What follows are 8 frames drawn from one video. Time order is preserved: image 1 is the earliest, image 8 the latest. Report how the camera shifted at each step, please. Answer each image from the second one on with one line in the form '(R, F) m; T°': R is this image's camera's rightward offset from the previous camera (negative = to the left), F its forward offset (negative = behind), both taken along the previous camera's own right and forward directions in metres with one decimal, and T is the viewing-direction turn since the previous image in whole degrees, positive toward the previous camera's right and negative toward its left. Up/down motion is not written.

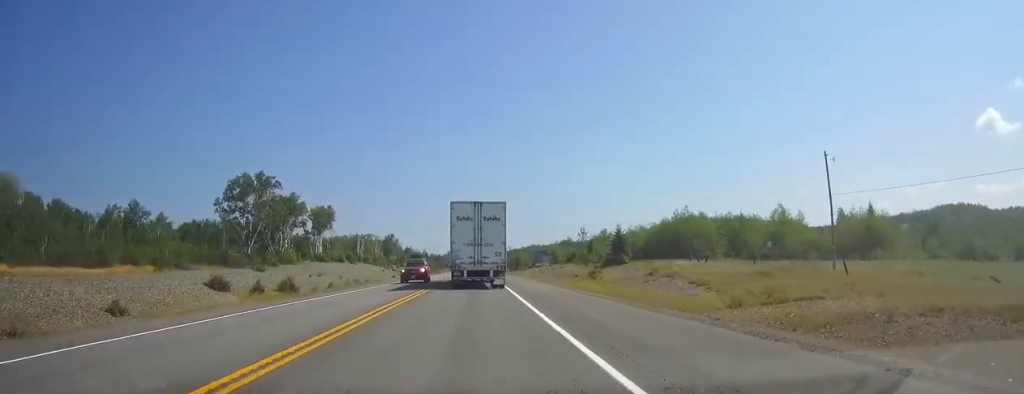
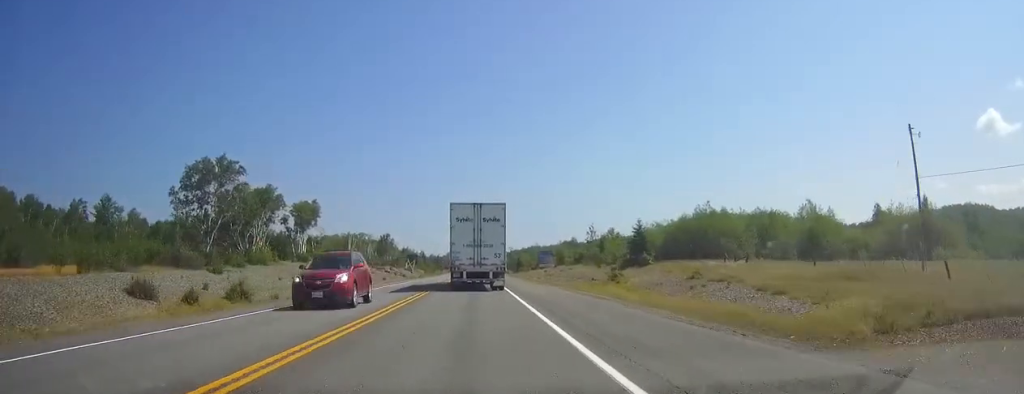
(0.0, +13.6) m; 0°
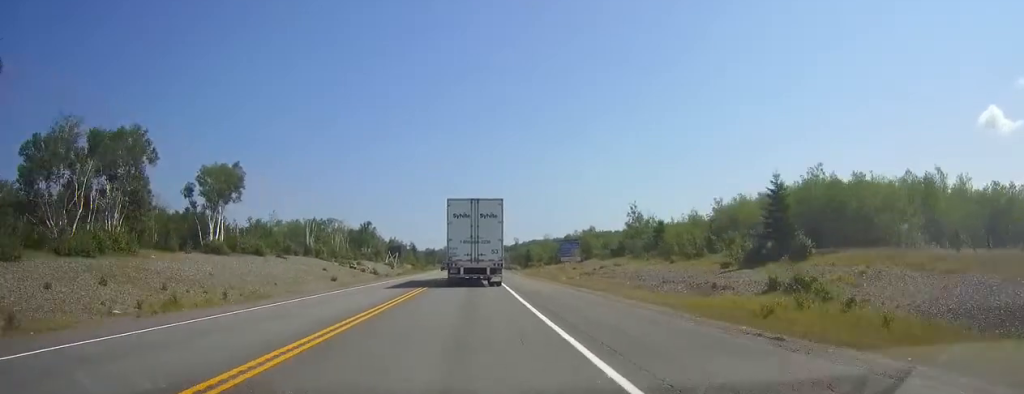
(+0.1, +43.8) m; 0°
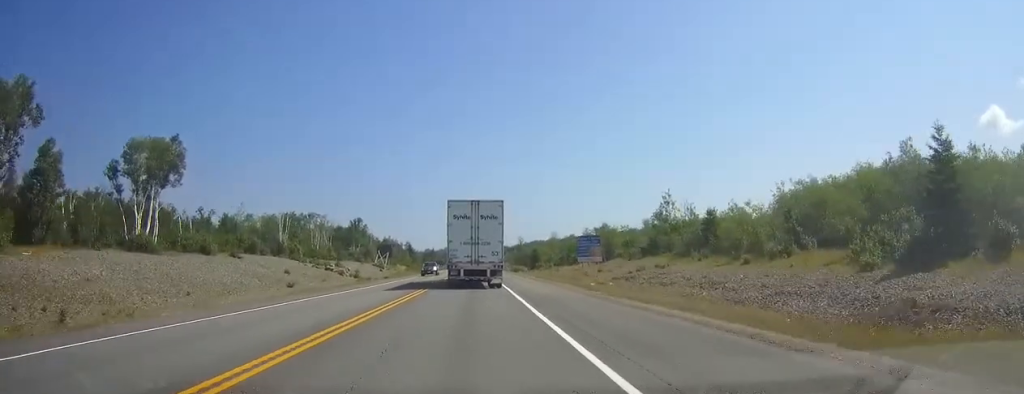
(0.0, +20.2) m; 0°
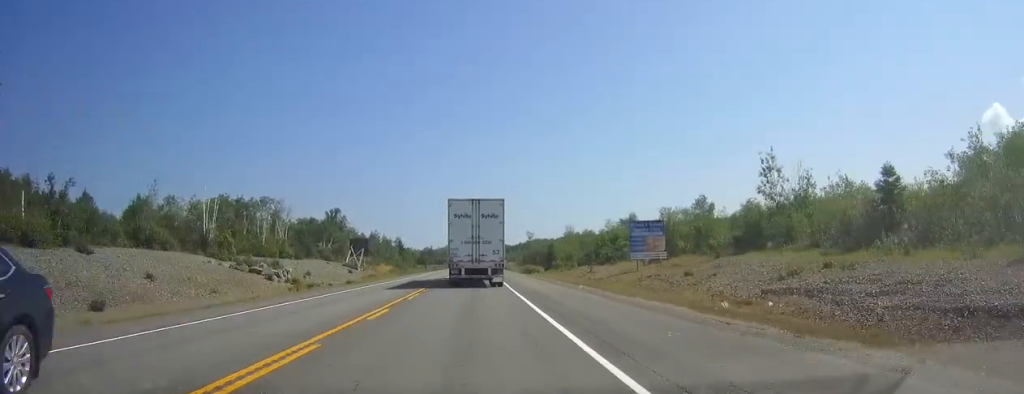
(0.0, +35.0) m; 0°
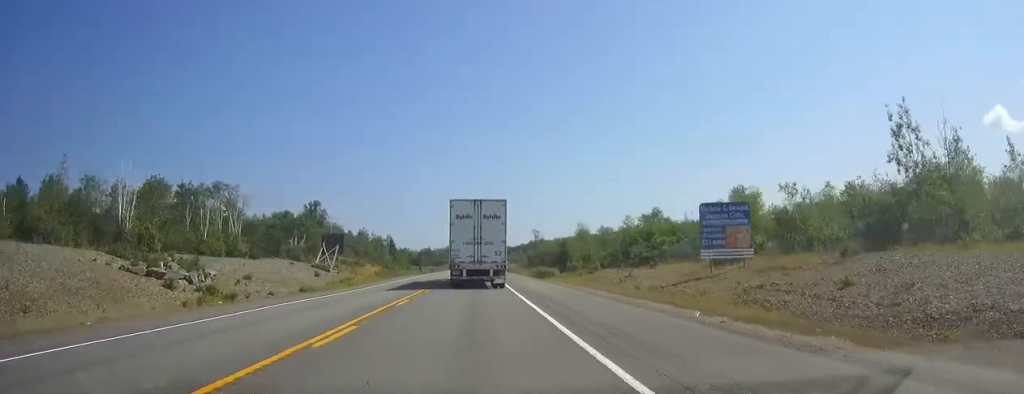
(0.0, +22.2) m; 0°
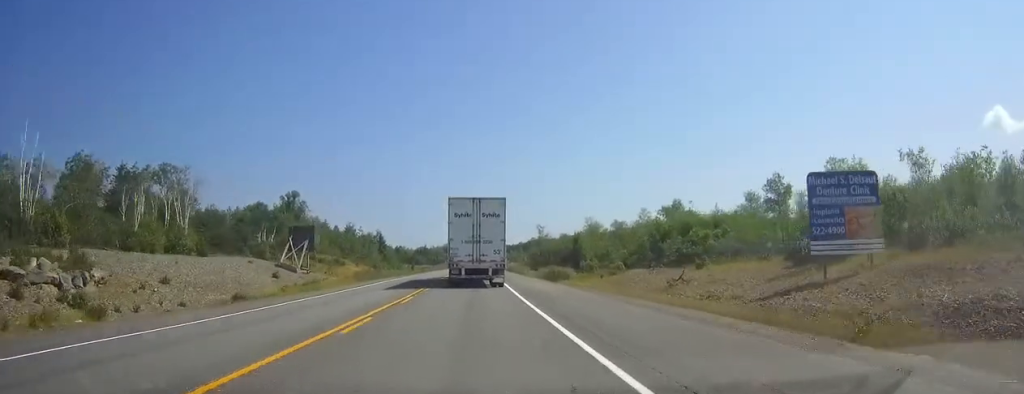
(0.0, +16.7) m; 0°
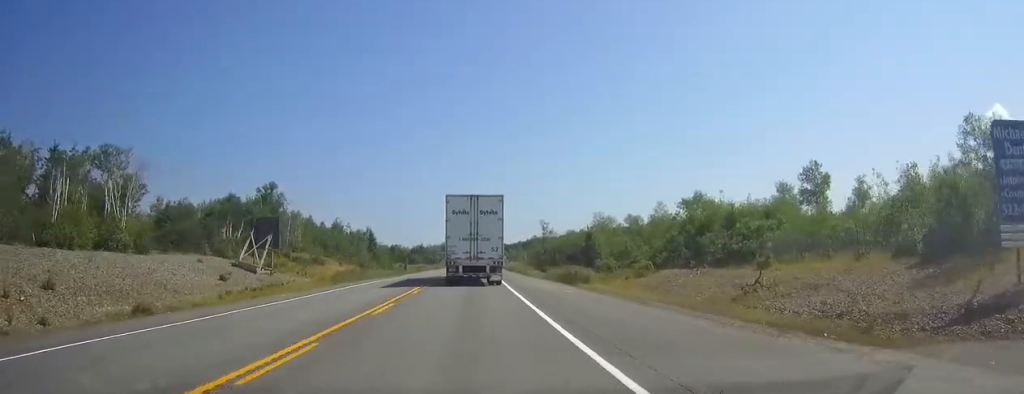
(0.0, +13.9) m; 0°
